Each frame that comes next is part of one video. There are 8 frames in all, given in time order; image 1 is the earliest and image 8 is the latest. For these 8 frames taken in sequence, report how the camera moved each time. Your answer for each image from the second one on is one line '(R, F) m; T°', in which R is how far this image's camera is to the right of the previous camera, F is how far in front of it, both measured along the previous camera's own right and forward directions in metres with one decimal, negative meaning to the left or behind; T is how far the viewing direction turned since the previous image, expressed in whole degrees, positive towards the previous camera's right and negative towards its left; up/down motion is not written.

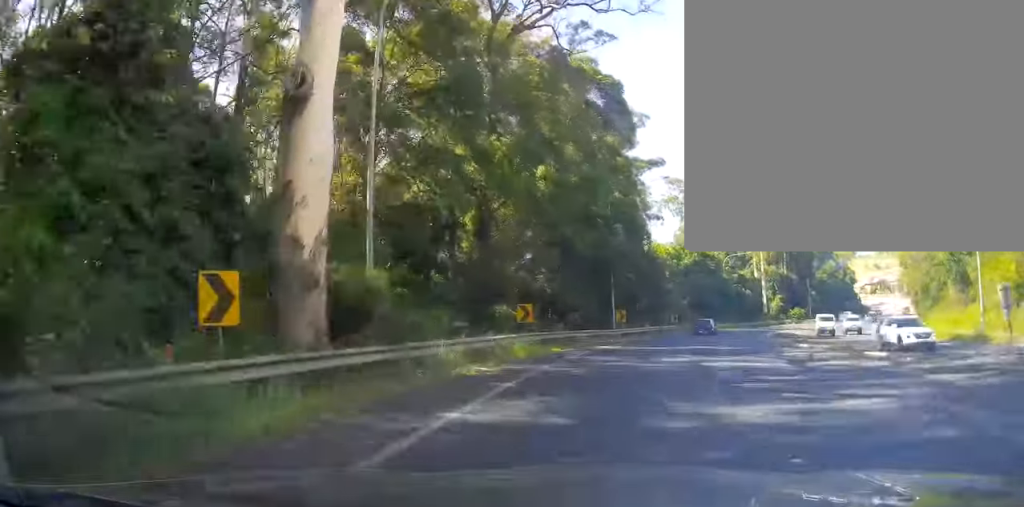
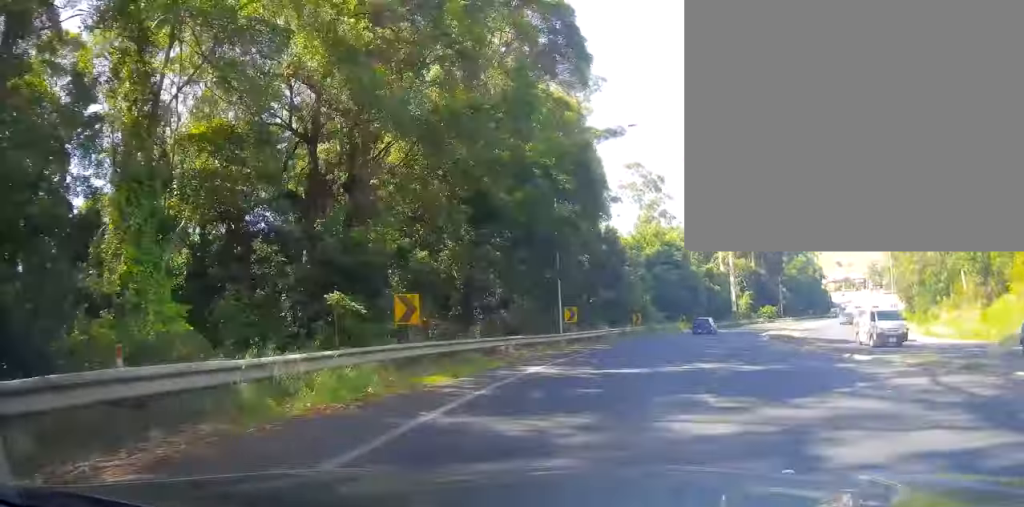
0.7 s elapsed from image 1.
(+0.4, +13.1) m; +4°
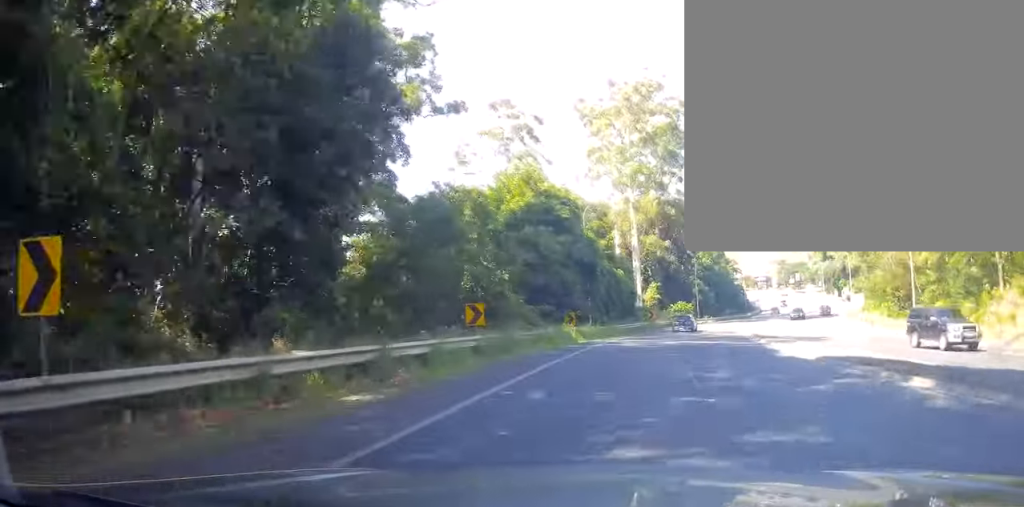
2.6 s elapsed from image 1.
(+2.8, +32.7) m; +8°
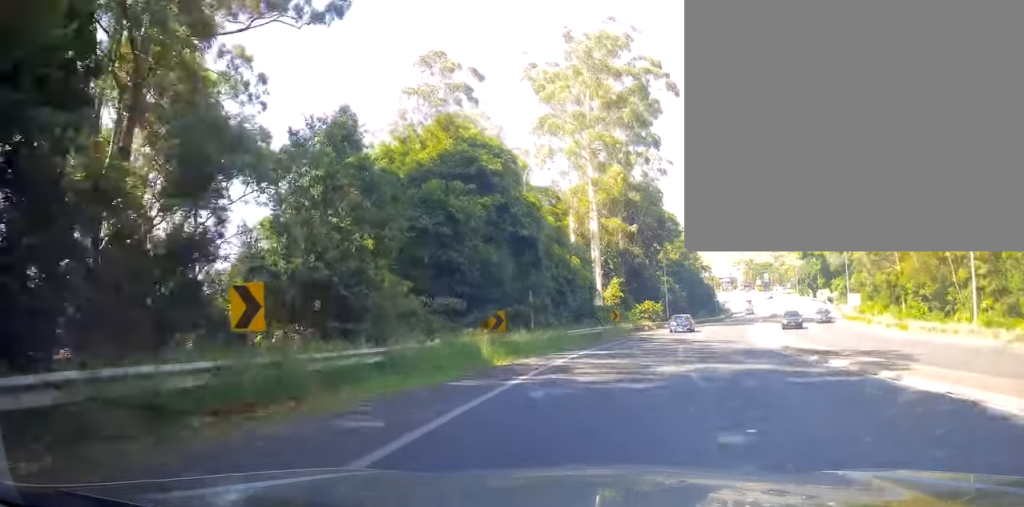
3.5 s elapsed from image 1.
(+0.2, +14.7) m; +6°
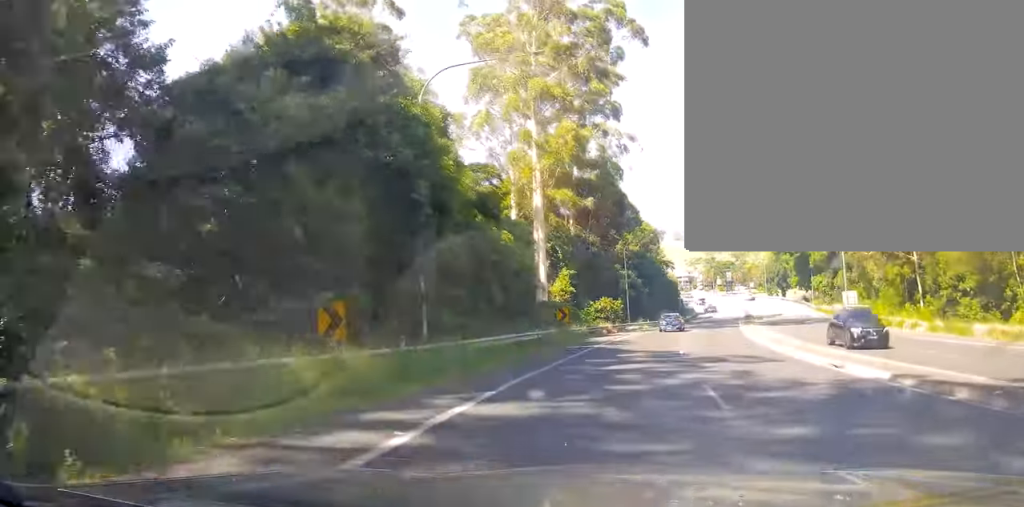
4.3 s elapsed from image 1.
(+0.8, +13.9) m; +7°
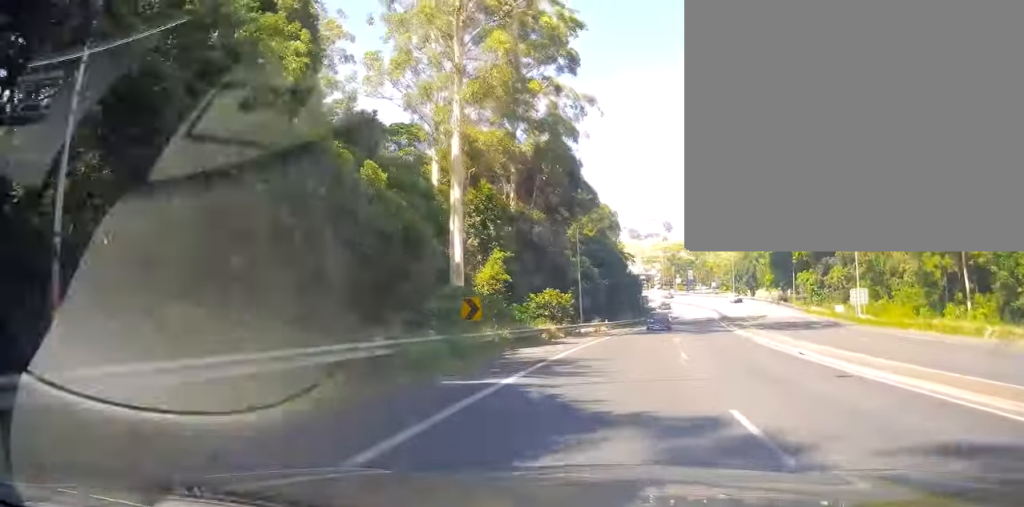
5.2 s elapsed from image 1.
(+1.4, +15.1) m; +5°
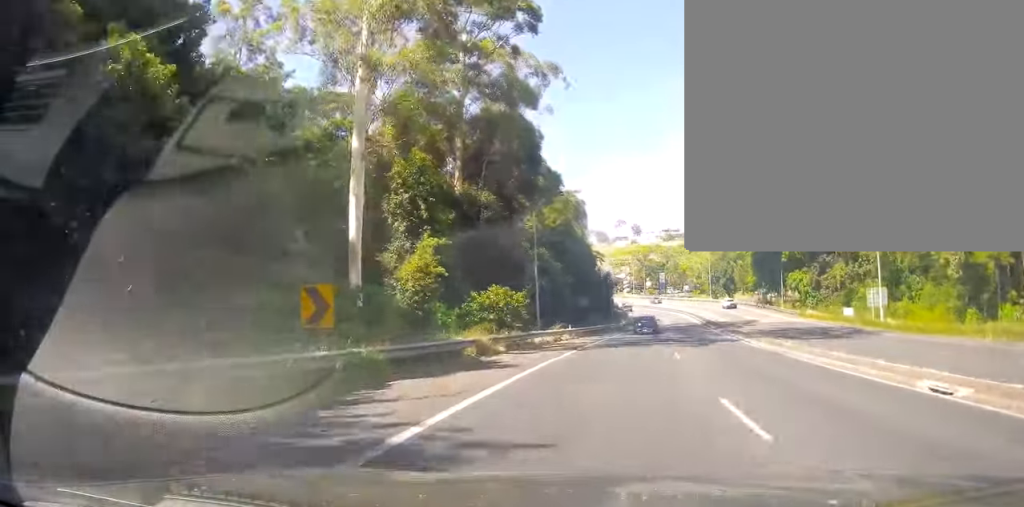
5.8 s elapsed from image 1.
(0.0, +10.7) m; 0°
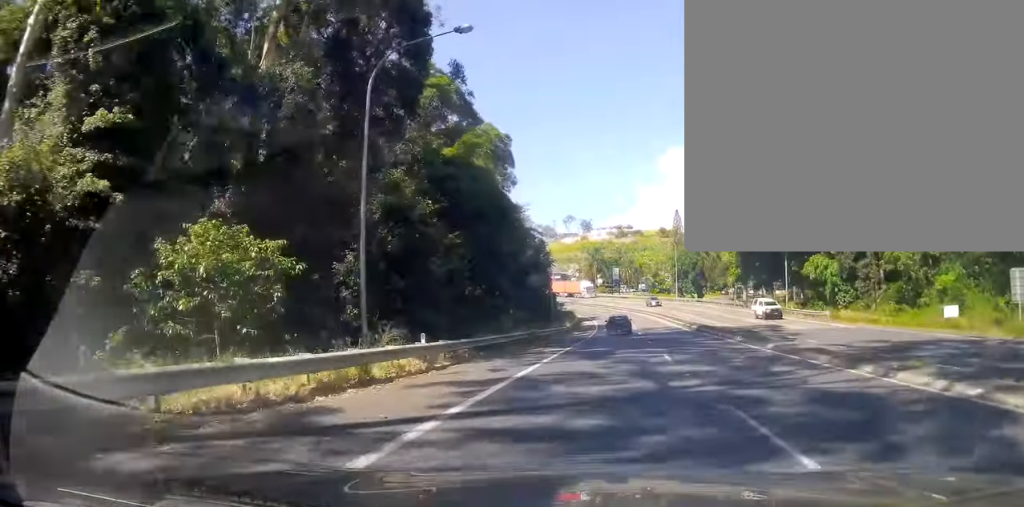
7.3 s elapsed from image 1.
(+0.7, +25.4) m; +5°
